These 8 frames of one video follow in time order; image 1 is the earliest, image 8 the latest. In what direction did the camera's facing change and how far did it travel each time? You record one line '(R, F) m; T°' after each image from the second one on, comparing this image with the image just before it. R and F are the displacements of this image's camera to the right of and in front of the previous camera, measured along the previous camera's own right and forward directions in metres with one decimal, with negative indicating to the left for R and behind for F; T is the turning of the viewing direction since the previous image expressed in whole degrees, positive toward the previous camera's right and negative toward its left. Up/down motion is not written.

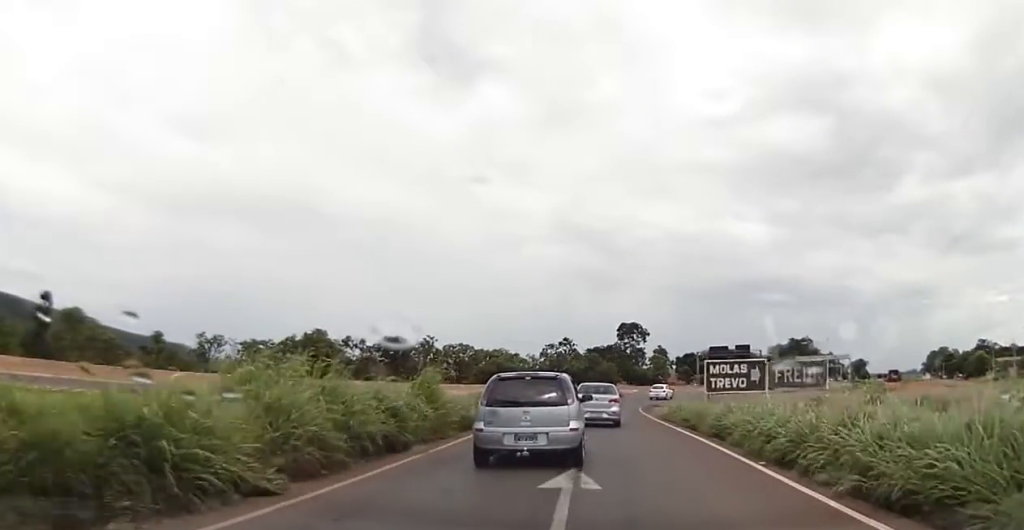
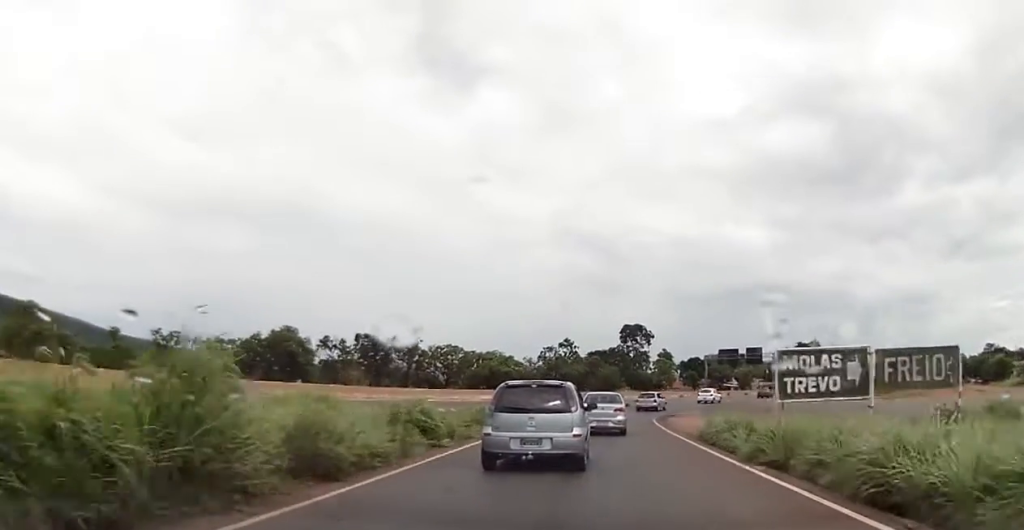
(+0.3, +9.9) m; 0°
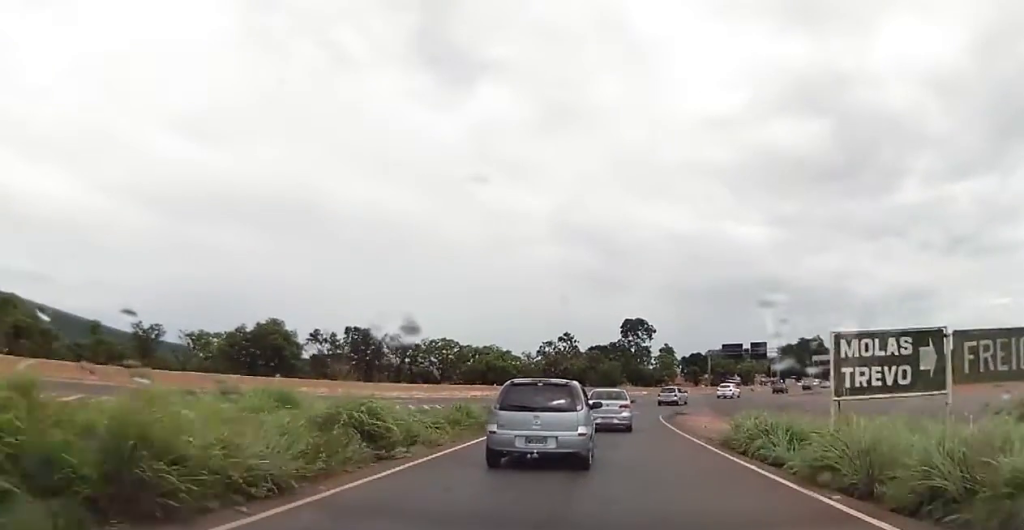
(+0.1, +3.6) m; -2°
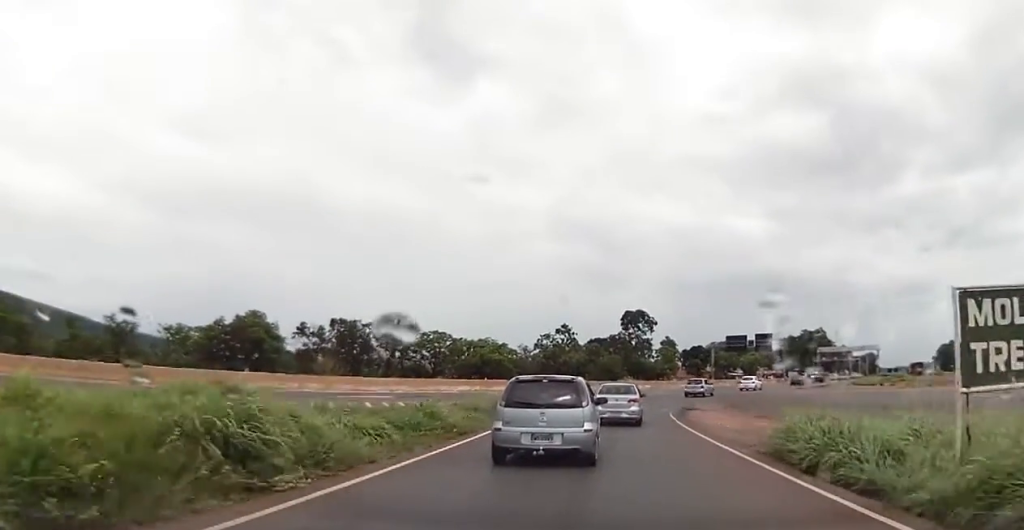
(-0.2, +4.4) m; 0°
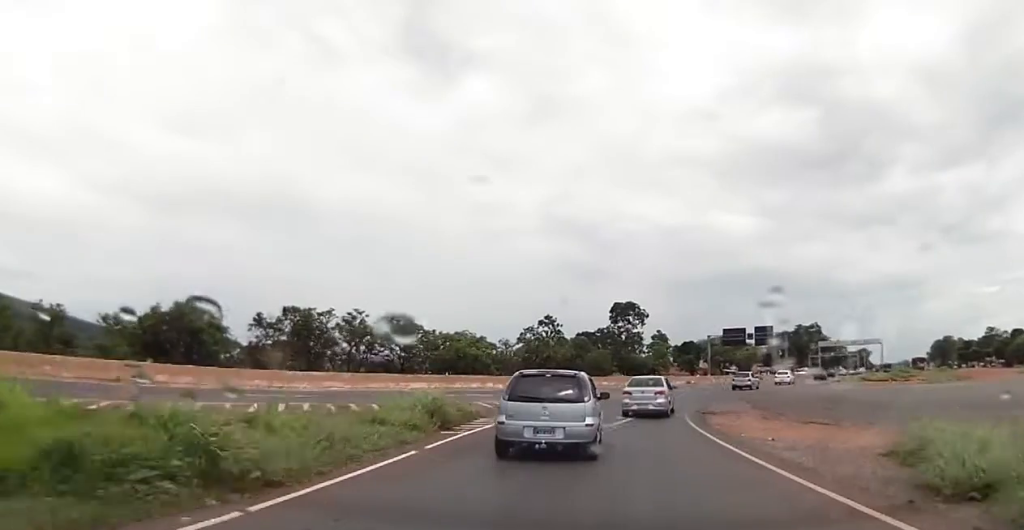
(-0.2, +9.5) m; +3°
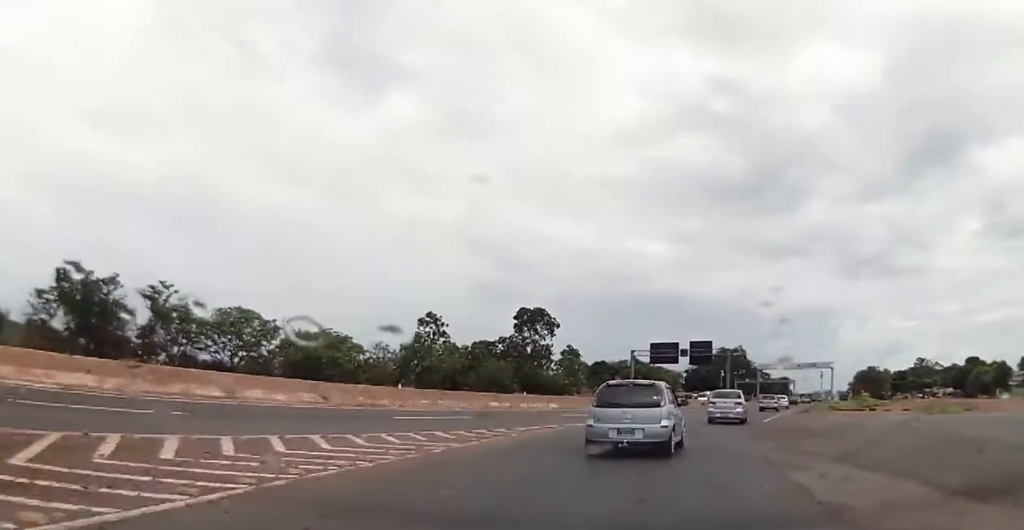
(+0.7, +23.3) m; +3°
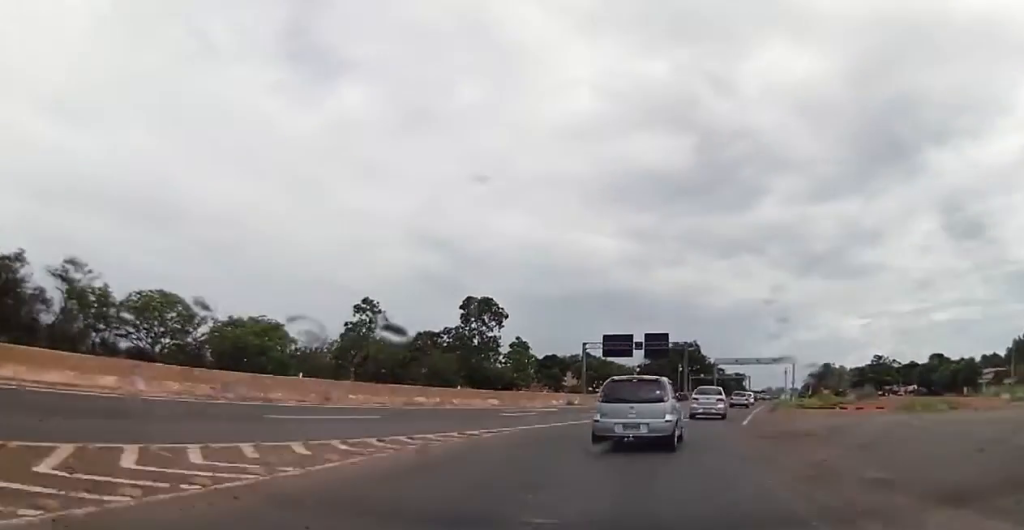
(-0.1, +5.3) m; +3°
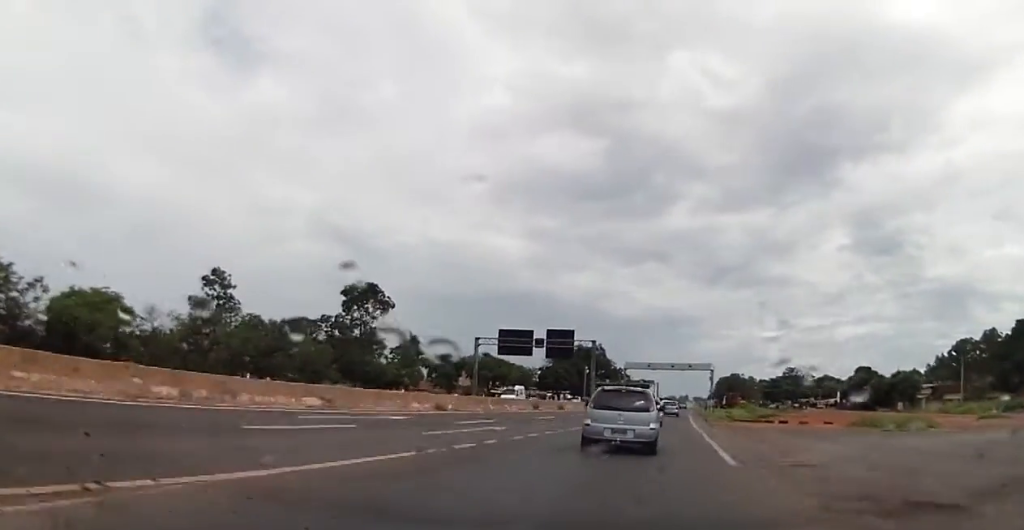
(+1.1, +12.3) m; +7°
